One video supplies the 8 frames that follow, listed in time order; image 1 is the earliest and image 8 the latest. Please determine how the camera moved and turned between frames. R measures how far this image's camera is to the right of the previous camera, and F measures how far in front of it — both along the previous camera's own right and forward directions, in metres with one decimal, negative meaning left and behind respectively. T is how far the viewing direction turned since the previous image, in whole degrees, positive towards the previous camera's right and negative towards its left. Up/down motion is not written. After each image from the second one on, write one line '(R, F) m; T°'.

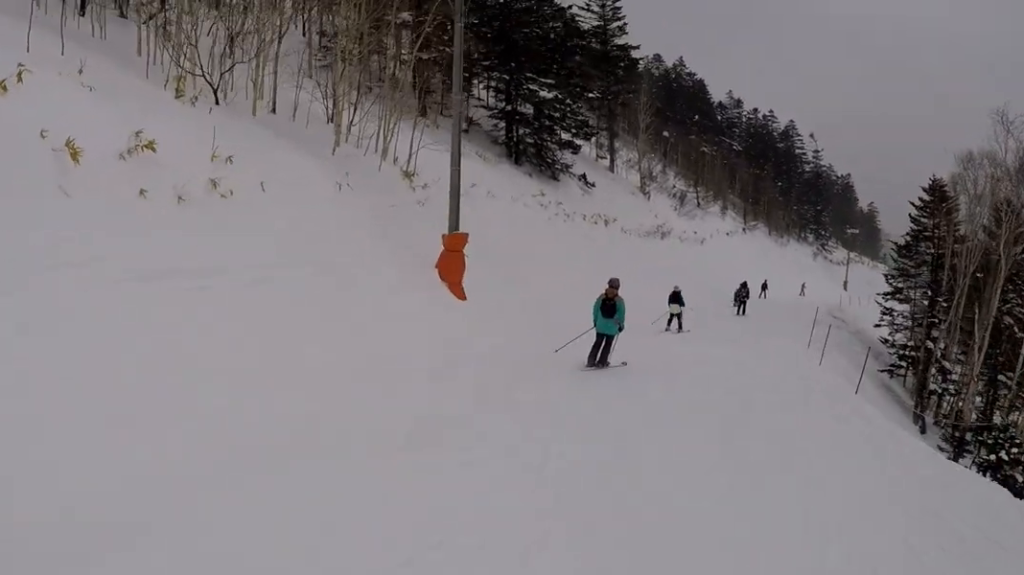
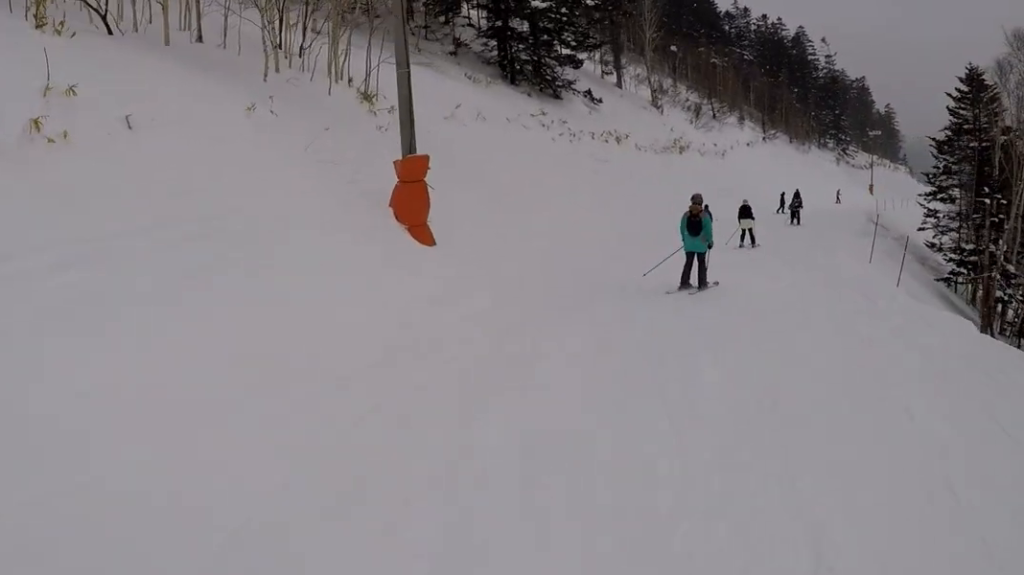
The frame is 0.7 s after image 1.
(+0.7, +4.2) m; 0°
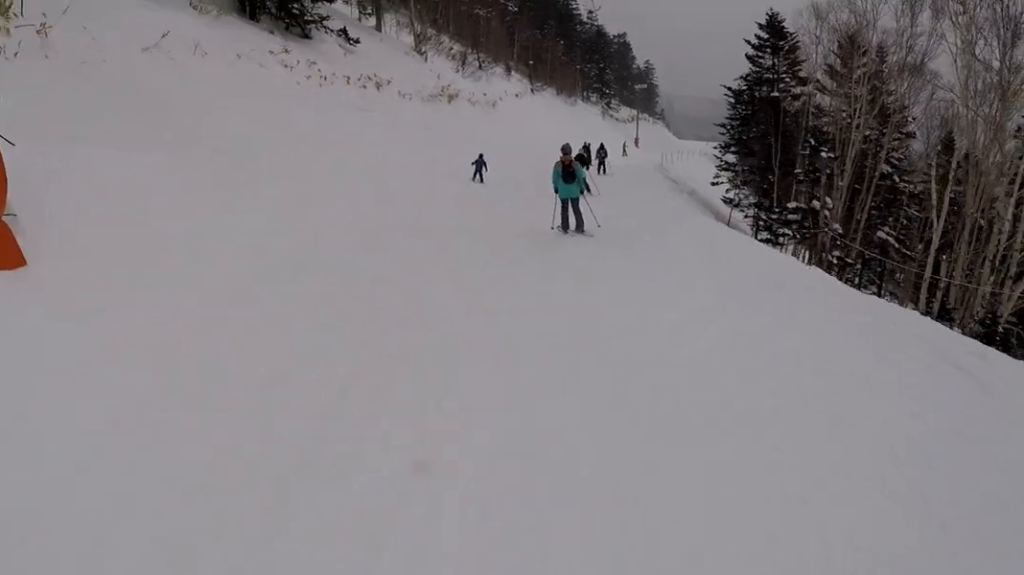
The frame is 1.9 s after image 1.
(-0.5, +6.7) m; -1°
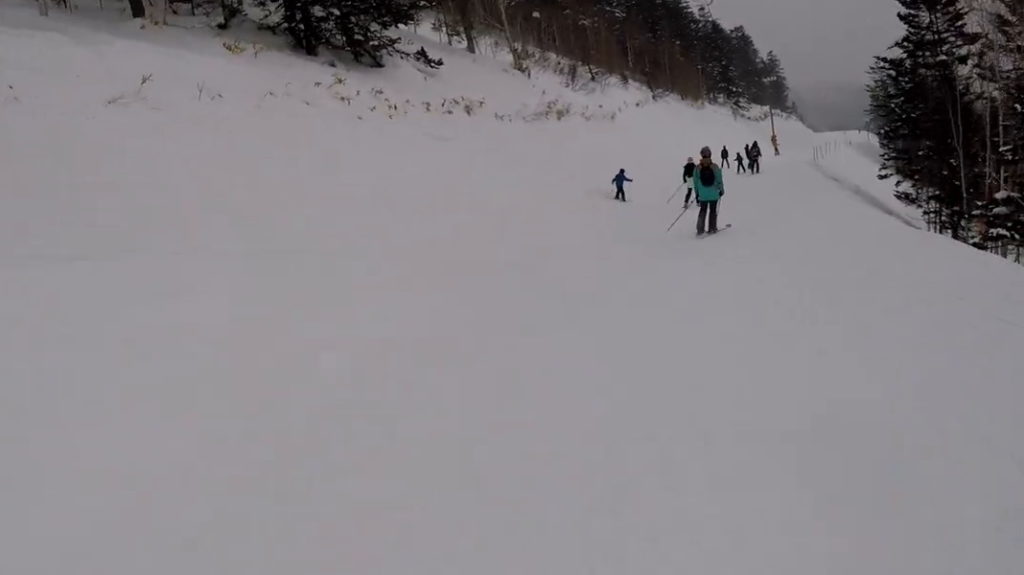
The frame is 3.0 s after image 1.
(+0.9, +5.8) m; +3°
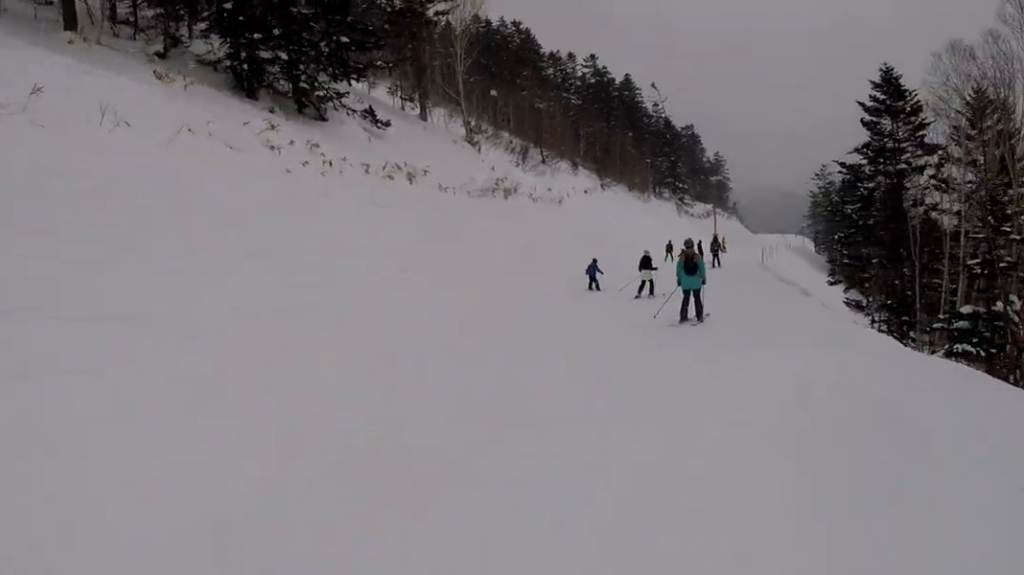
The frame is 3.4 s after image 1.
(-0.1, +2.3) m; +1°
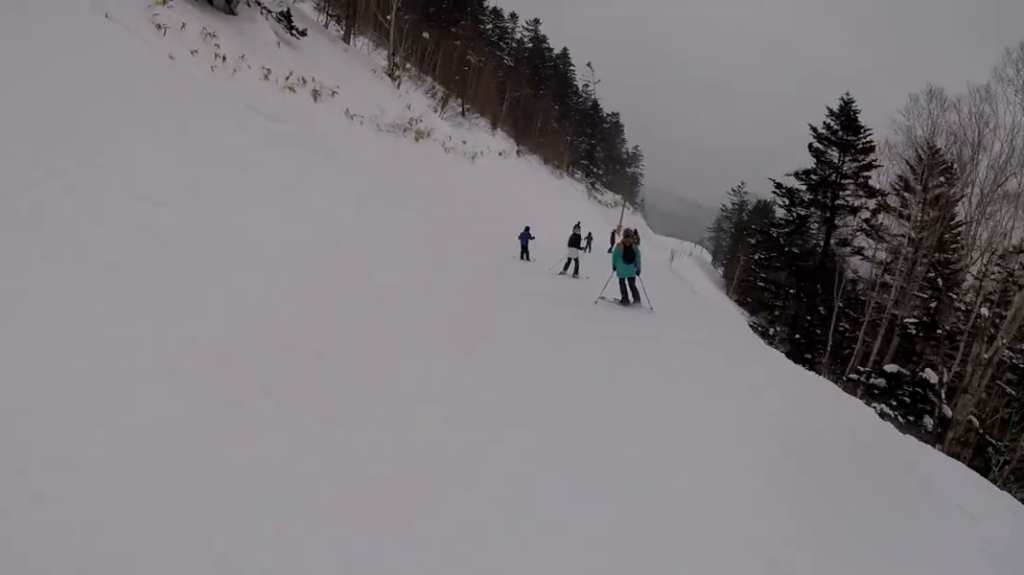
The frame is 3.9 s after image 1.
(-0.6, +2.4) m; +1°
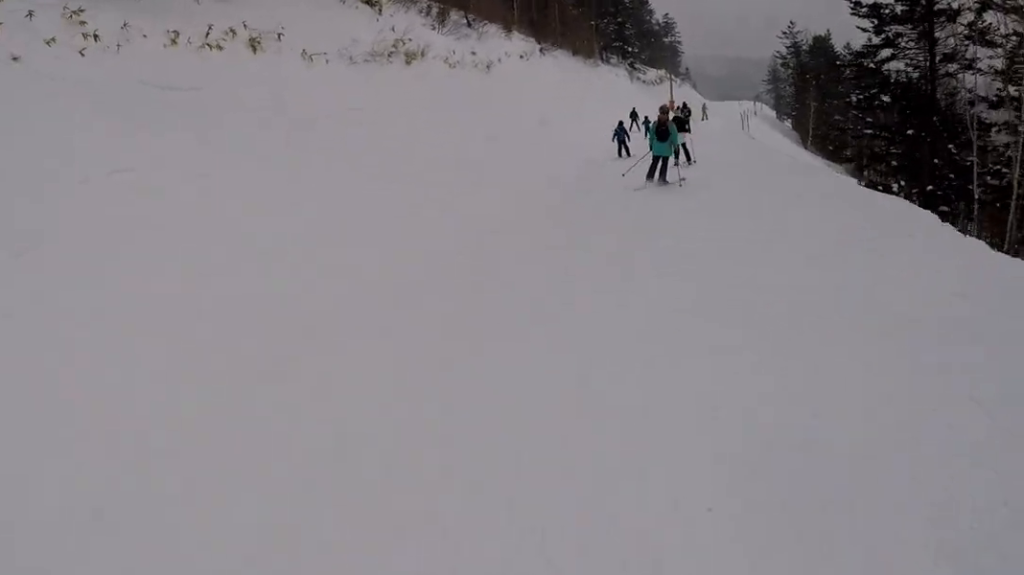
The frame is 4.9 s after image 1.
(+0.6, +5.3) m; +7°
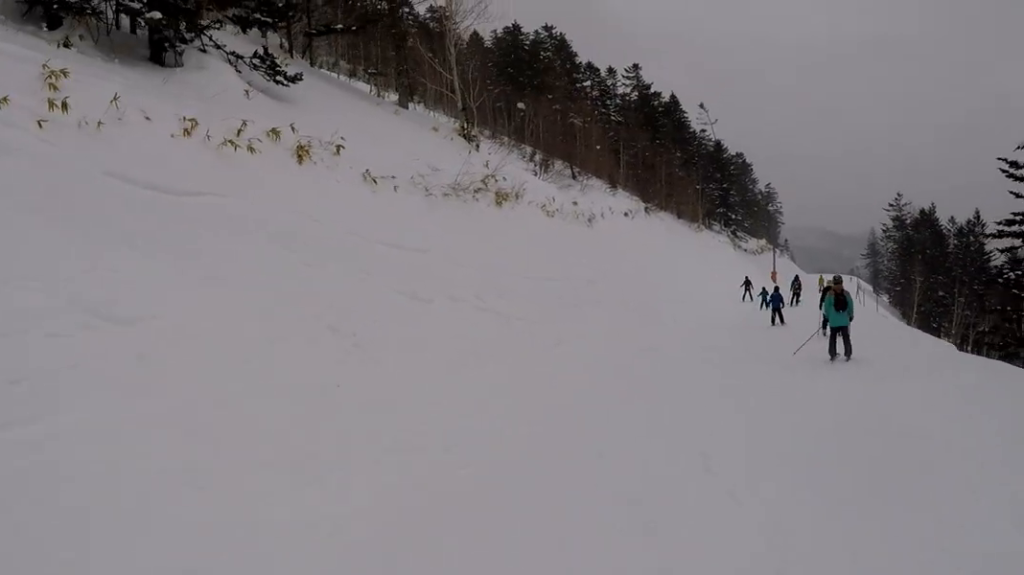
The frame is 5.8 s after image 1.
(+0.1, +5.1) m; +2°
